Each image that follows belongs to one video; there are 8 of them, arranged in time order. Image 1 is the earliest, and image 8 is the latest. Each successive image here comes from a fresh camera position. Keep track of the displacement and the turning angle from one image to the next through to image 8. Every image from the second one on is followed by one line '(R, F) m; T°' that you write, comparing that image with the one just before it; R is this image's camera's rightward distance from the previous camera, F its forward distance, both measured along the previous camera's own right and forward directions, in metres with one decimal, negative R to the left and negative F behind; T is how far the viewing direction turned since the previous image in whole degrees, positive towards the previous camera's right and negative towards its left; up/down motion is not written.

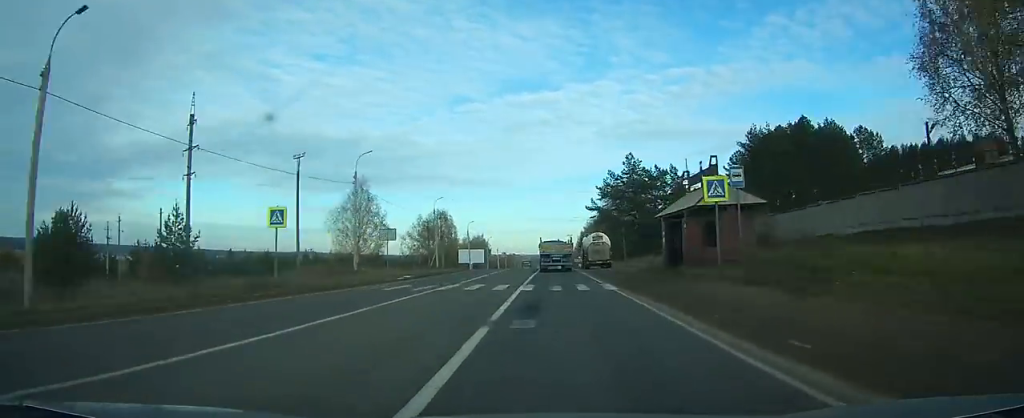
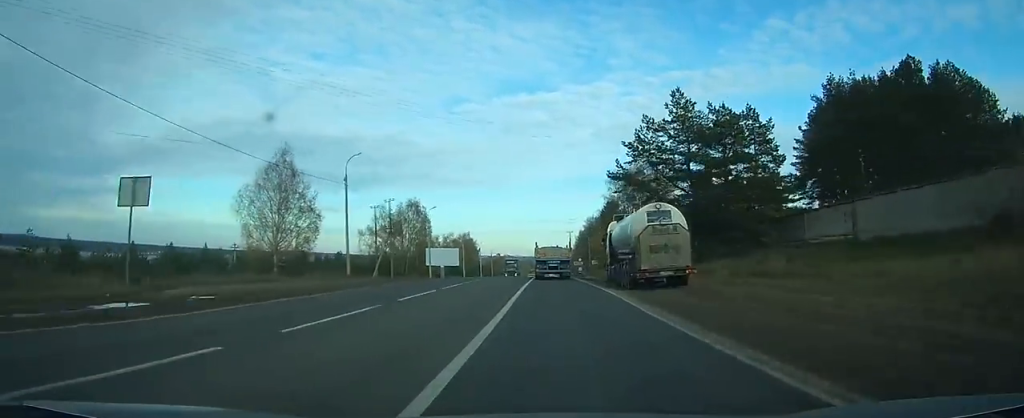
(-0.2, +33.9) m; 0°
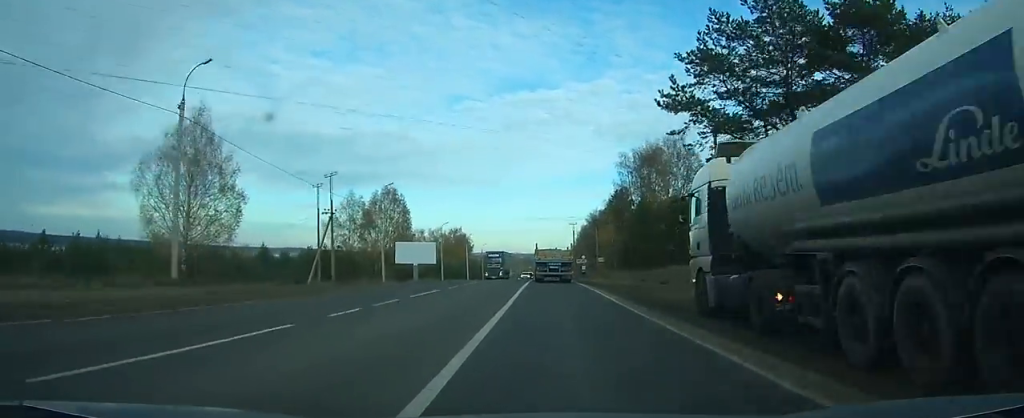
(+0.1, +21.8) m; 0°
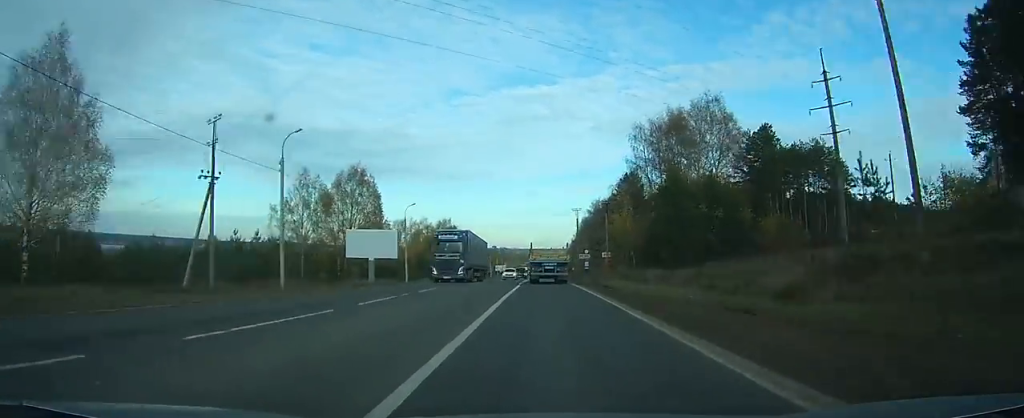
(+0.1, +21.4) m; 0°
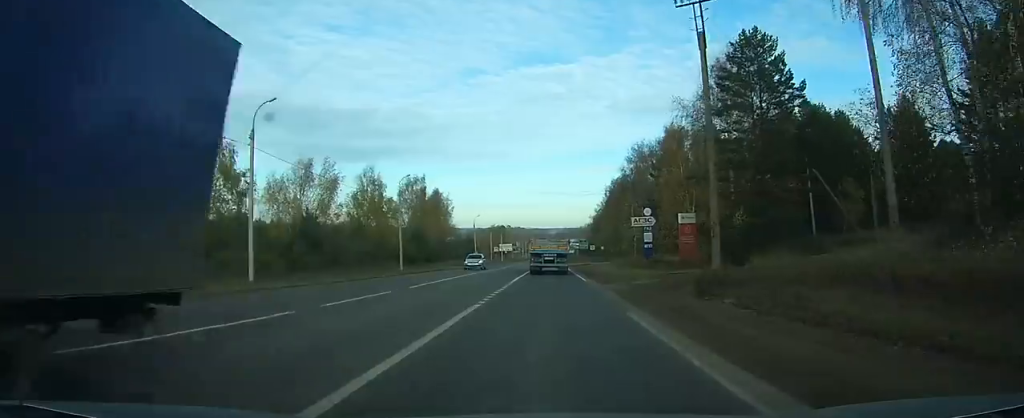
(0.0, +67.8) m; 0°
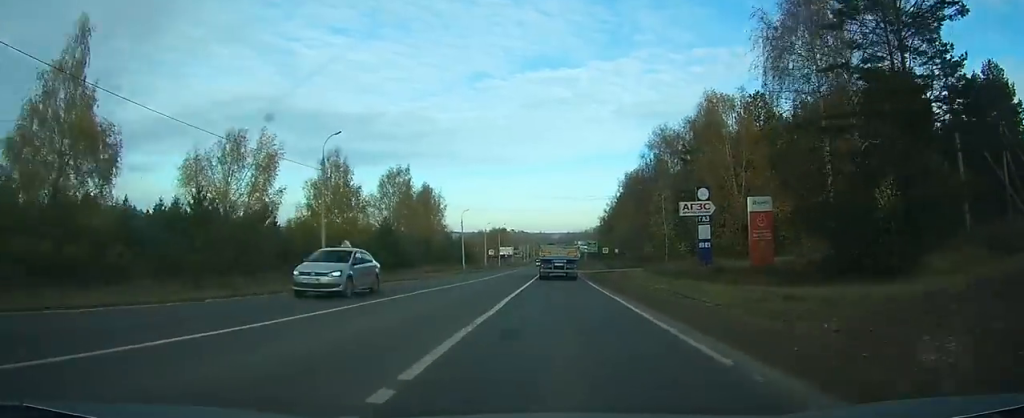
(-0.1, +21.5) m; 0°
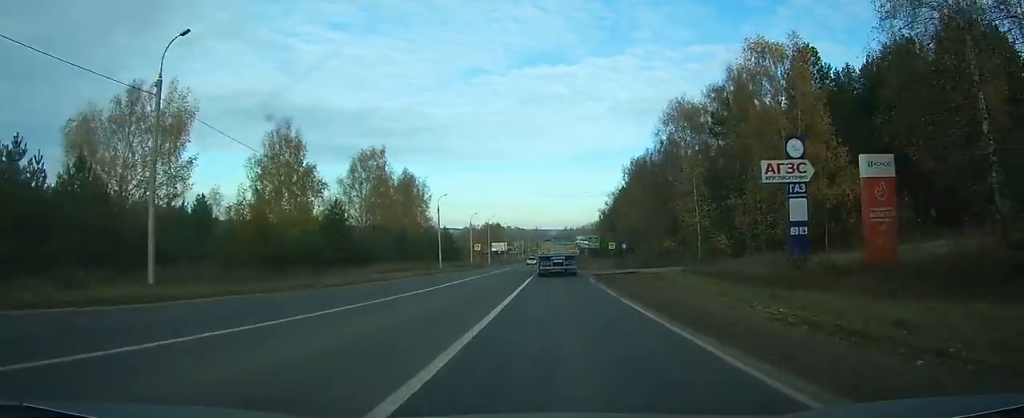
(0.0, +17.1) m; 0°
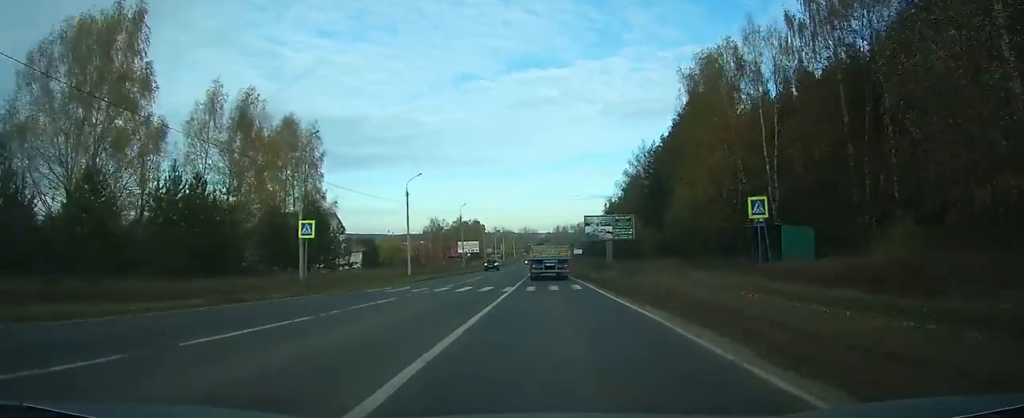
(+0.1, +68.4) m; +1°
